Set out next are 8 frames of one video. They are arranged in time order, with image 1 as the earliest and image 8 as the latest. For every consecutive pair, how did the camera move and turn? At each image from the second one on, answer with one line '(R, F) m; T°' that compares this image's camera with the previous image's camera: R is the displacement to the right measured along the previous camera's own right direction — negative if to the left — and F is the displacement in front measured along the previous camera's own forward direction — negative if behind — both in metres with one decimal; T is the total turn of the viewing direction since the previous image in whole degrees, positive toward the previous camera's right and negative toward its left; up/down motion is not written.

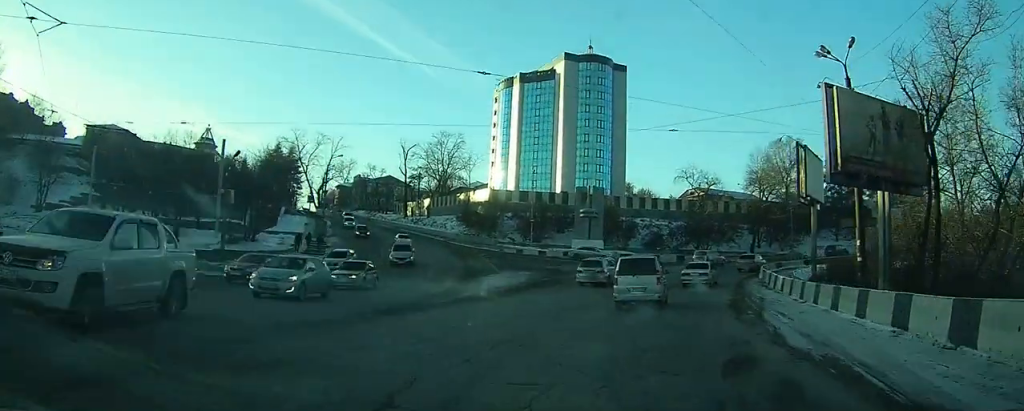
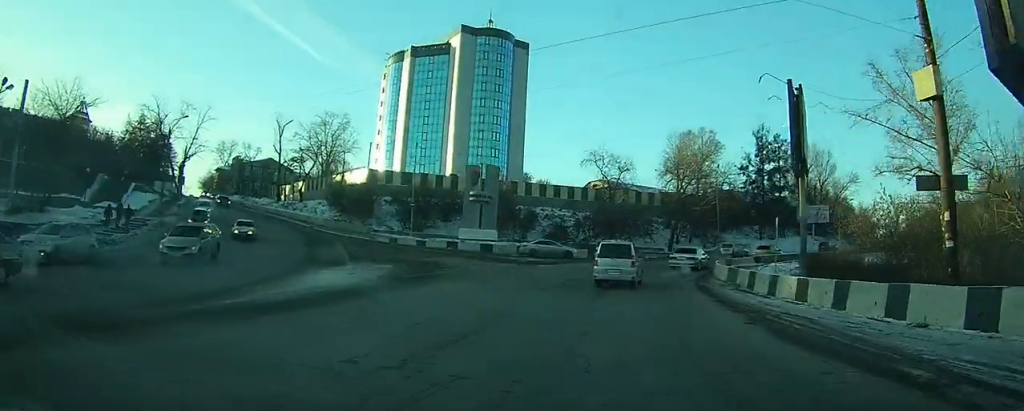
(+0.8, +12.2) m; +9°
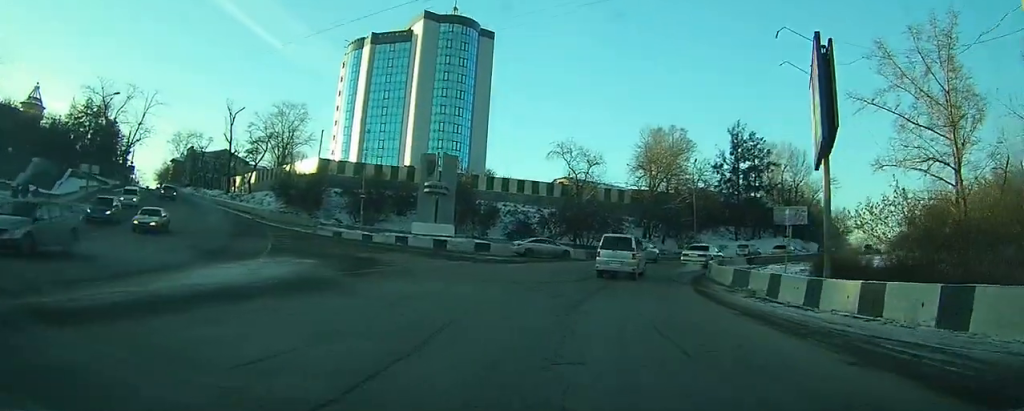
(+0.4, +5.6) m; +3°
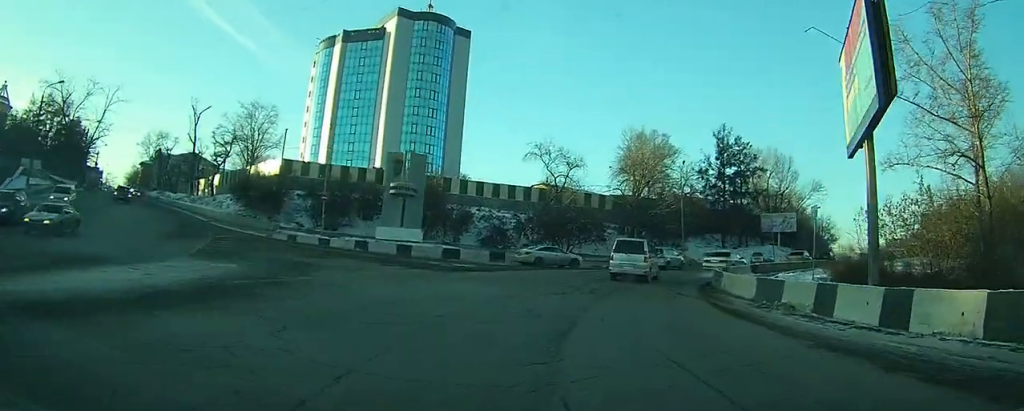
(+0.1, +4.5) m; +2°
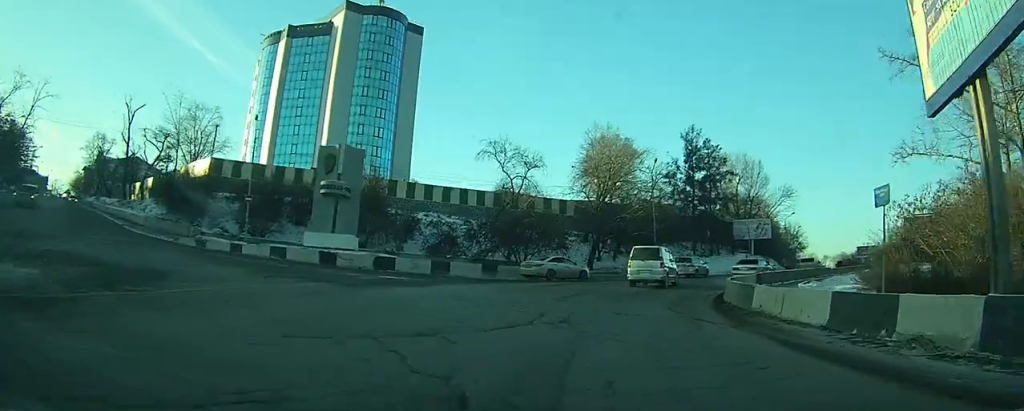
(-0.1, +6.8) m; +4°
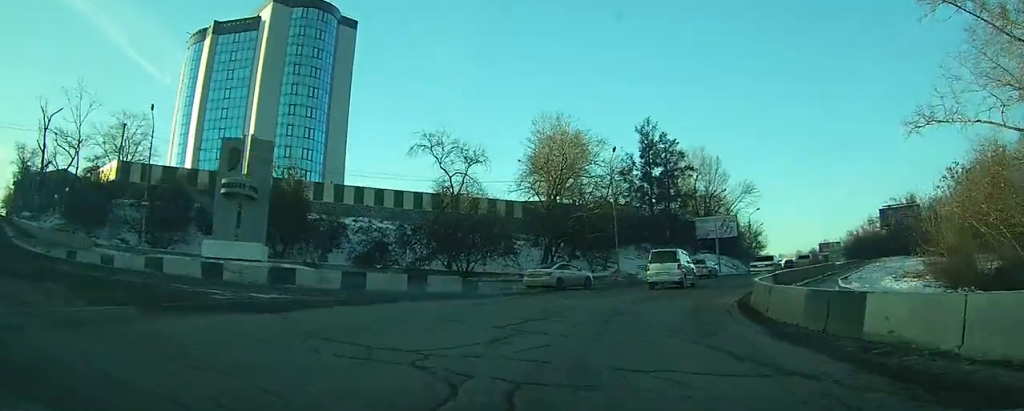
(+0.5, +7.2) m; +6°
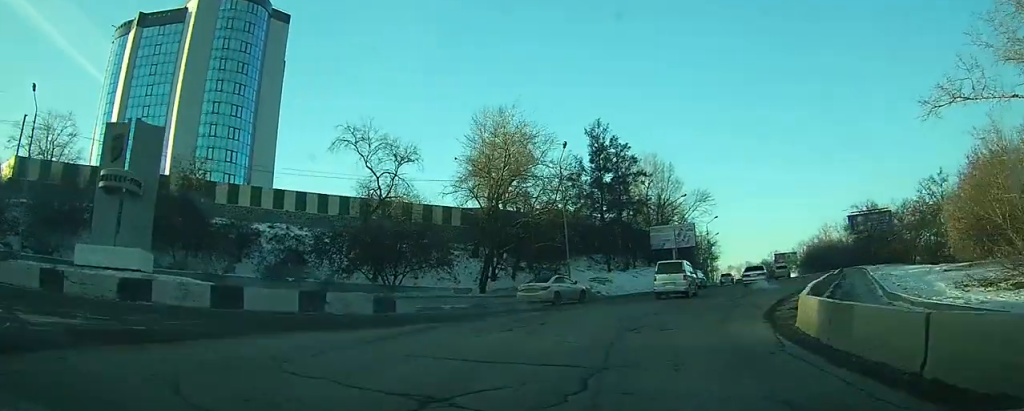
(+0.3, +6.7) m; +5°
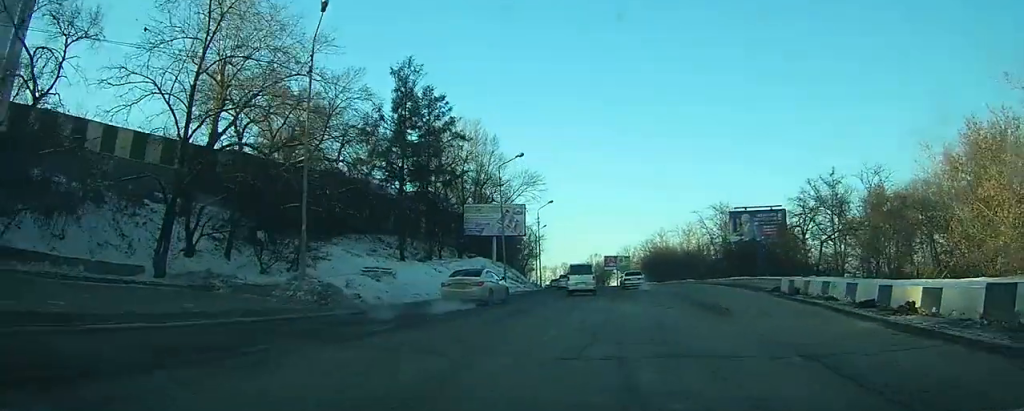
(+3.1, +20.7) m; +16°
